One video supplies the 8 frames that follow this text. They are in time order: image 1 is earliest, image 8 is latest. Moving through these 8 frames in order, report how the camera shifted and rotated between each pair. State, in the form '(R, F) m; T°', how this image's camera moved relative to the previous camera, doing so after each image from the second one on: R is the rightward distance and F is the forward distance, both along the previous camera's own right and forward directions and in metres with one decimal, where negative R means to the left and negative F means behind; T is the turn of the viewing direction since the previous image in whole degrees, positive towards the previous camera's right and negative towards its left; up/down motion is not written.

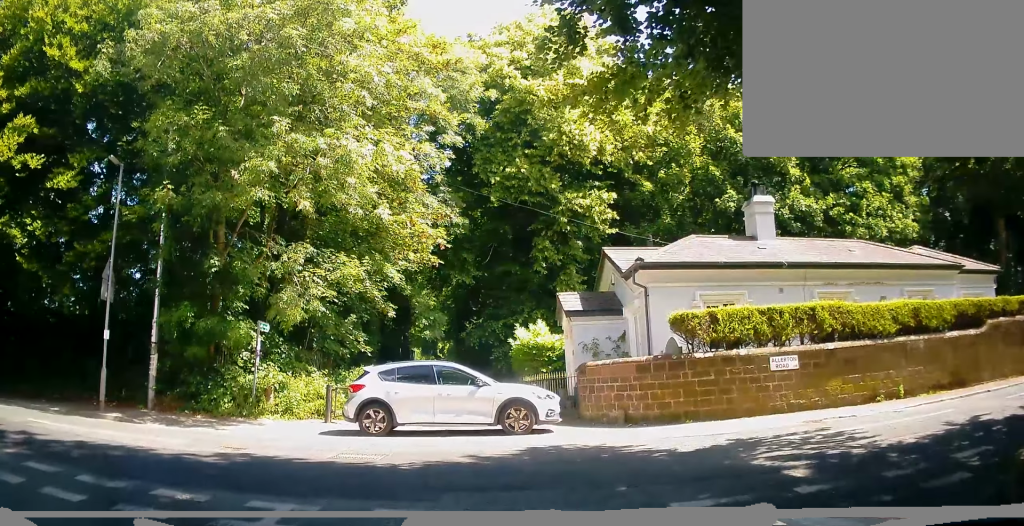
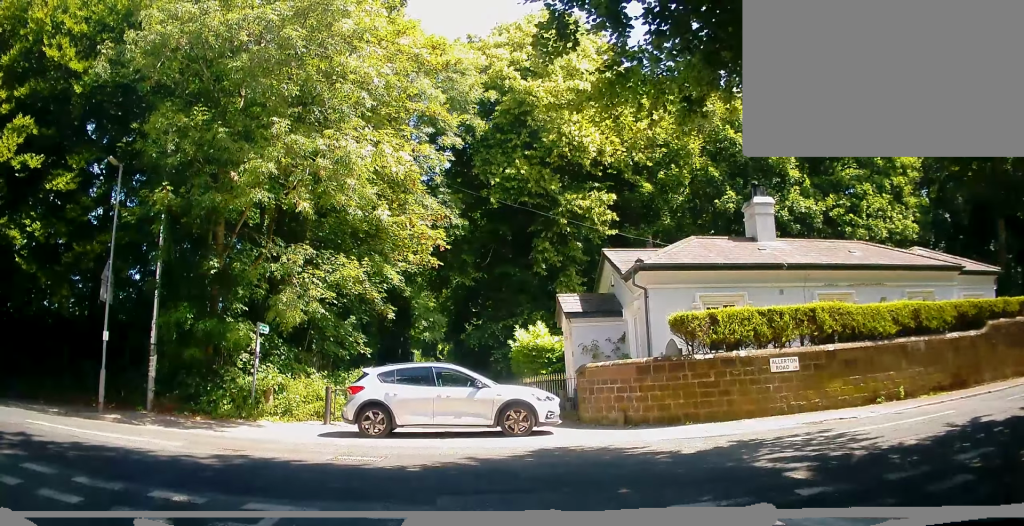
(-0.1, +0.2) m; 0°
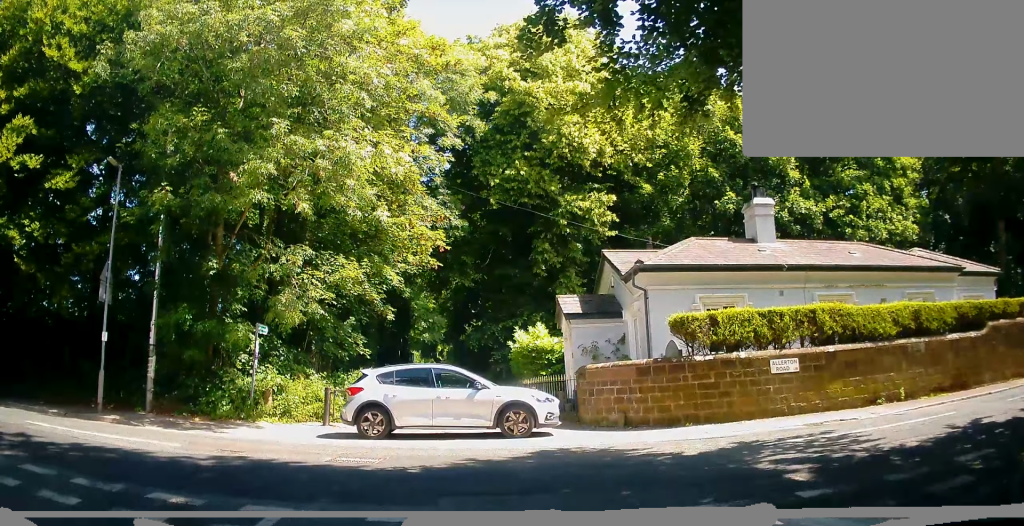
(0.0, 0.0) m; 0°
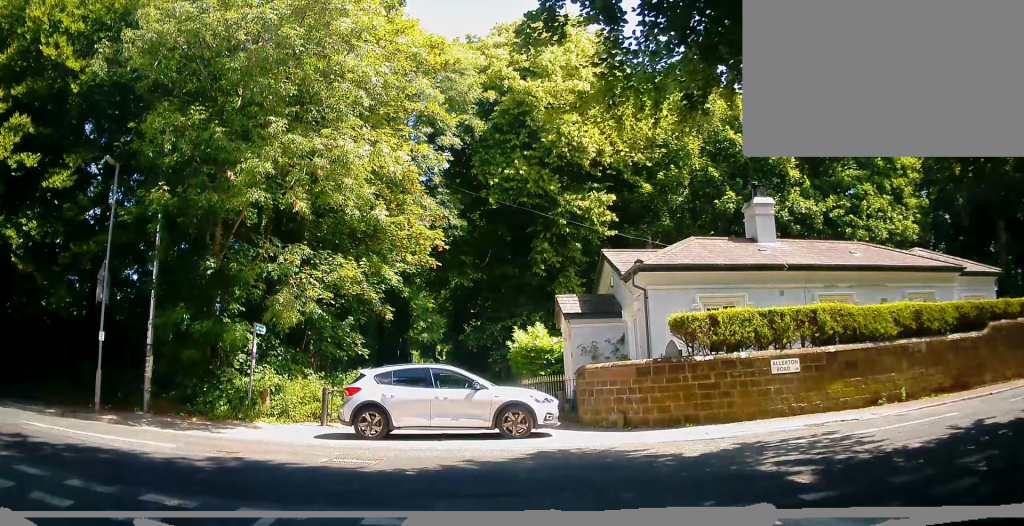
(0.0, 0.0) m; 0°
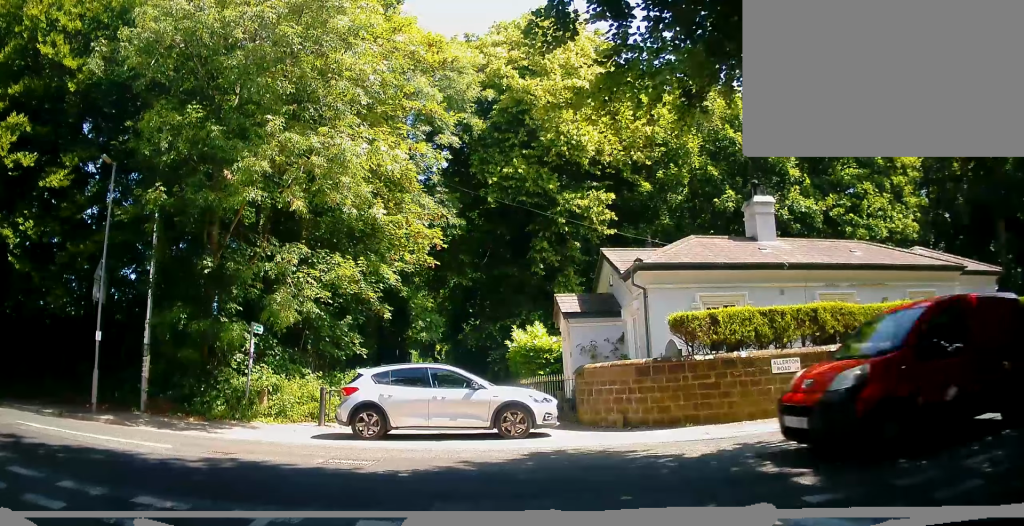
(0.0, 0.0) m; 0°
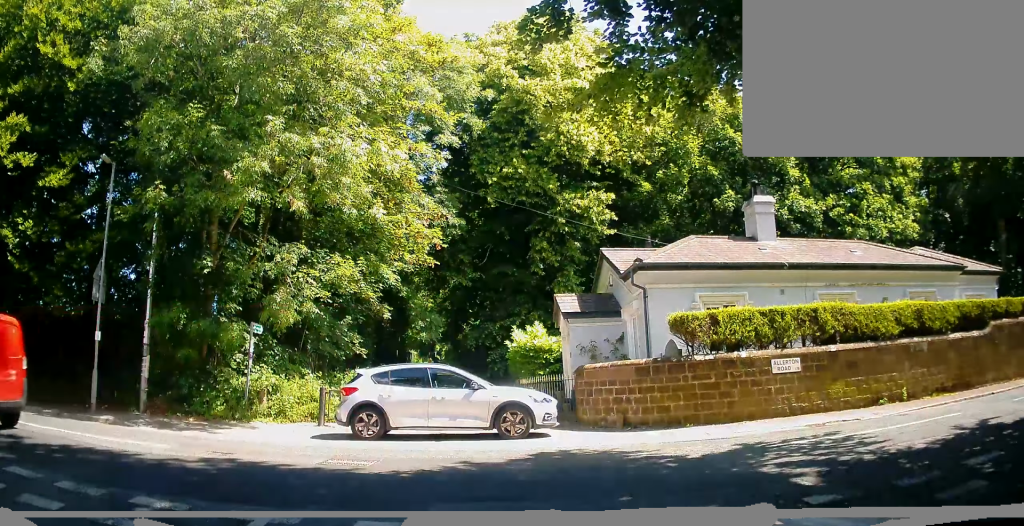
(0.0, 0.0) m; 0°
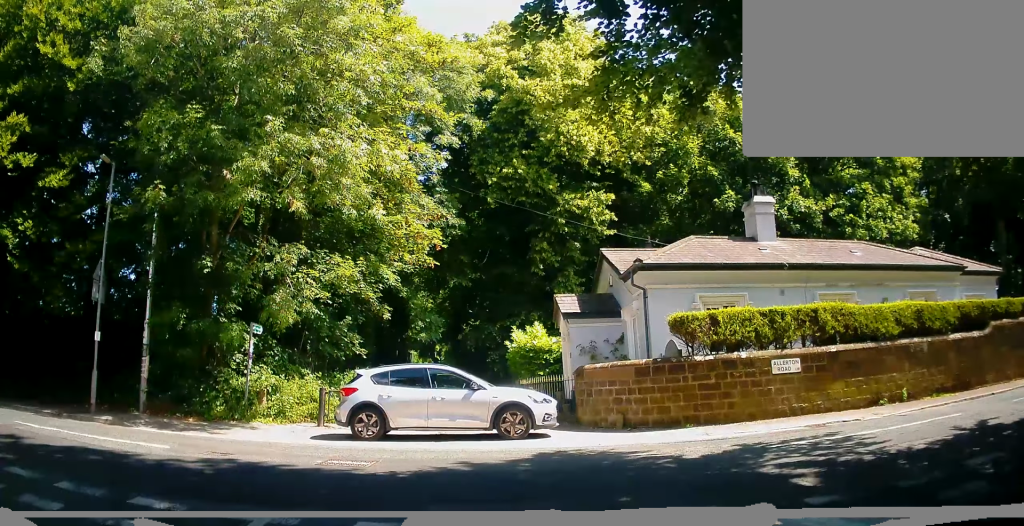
(0.0, 0.0) m; 0°
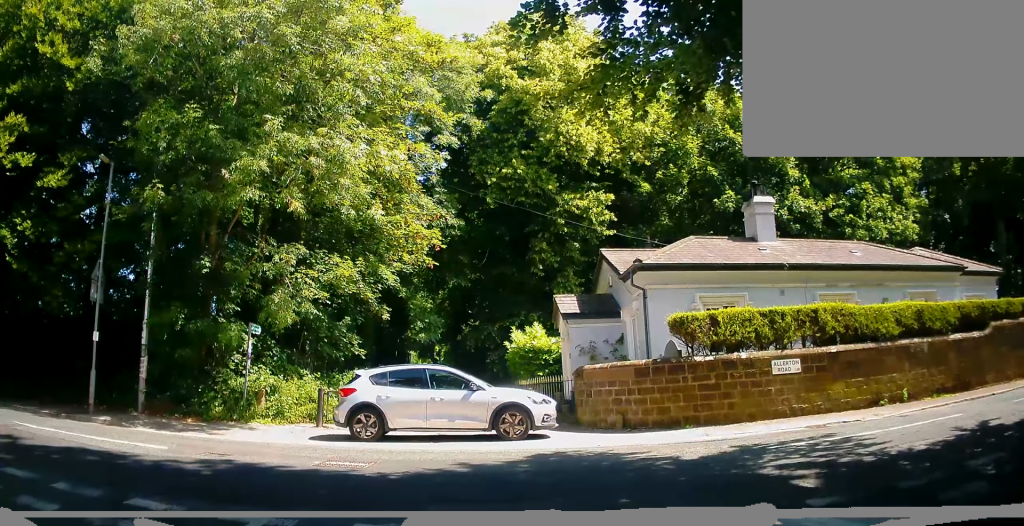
(0.0, 0.0) m; 0°
